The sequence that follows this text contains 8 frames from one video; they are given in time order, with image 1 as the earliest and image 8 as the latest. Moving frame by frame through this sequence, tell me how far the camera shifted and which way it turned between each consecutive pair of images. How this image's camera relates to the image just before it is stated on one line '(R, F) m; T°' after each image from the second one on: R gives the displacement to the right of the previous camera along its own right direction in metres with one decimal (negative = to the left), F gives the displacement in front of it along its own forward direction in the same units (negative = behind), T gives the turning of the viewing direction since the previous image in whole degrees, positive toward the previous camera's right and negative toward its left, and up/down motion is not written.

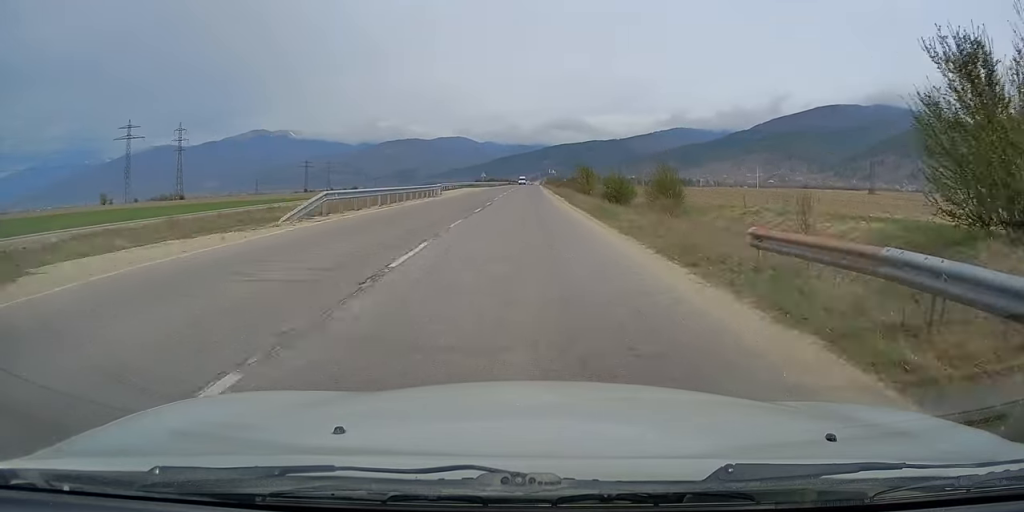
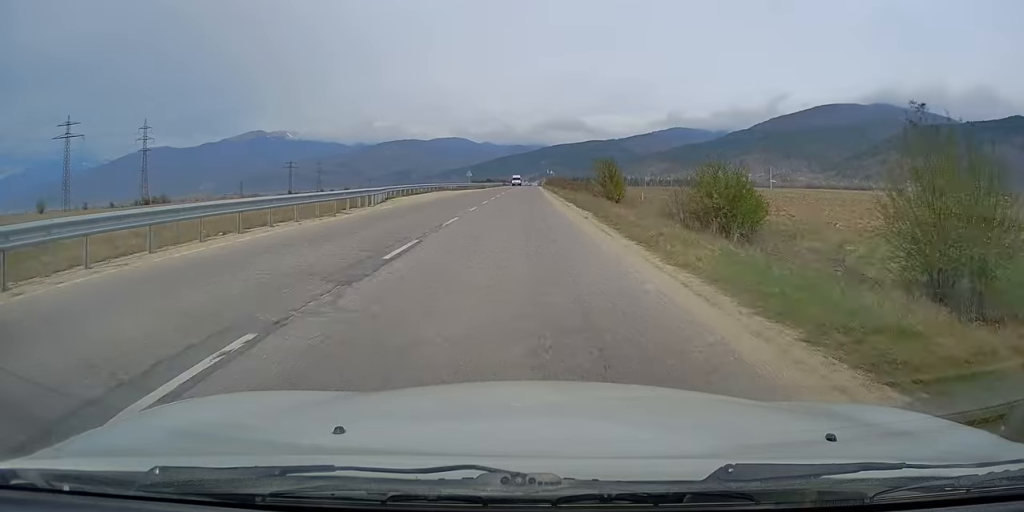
(+0.1, +22.2) m; 0°
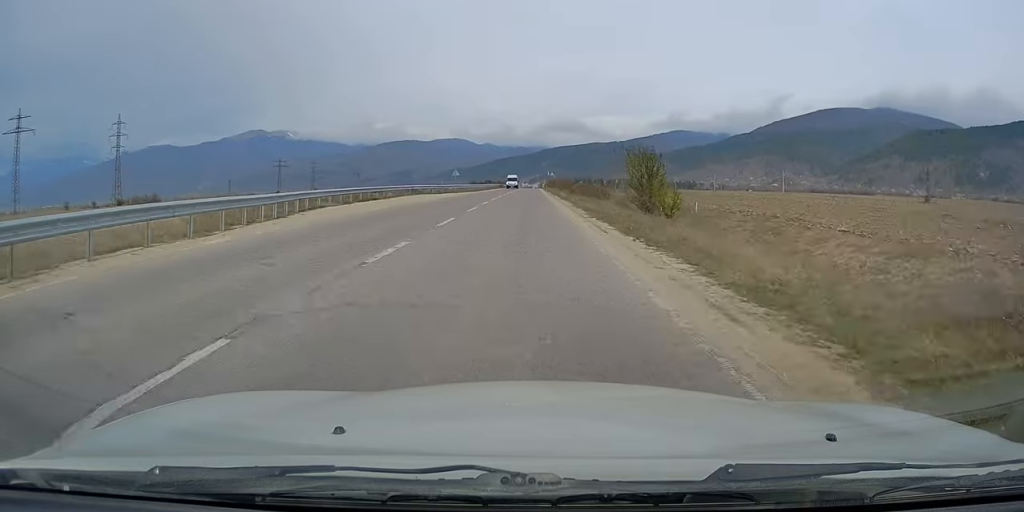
(+0.1, +15.7) m; 0°
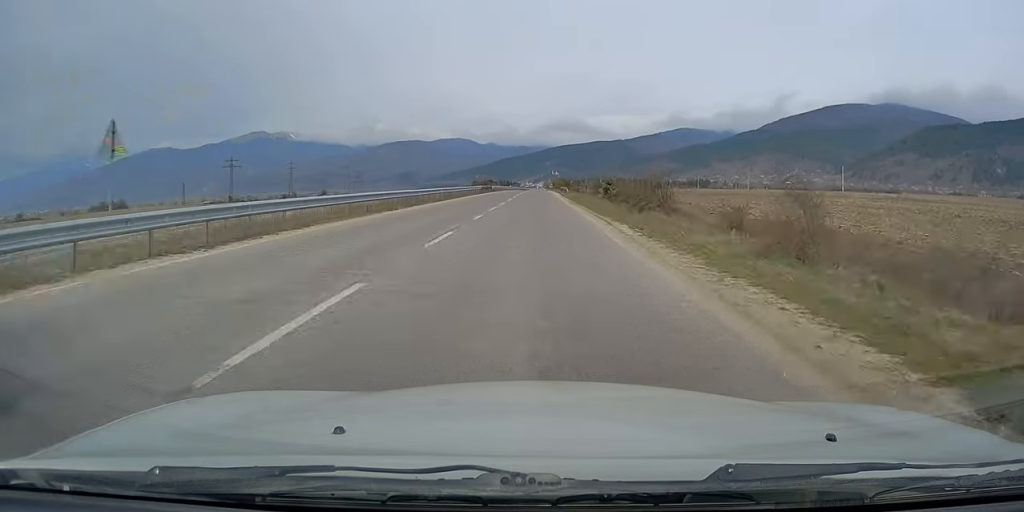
(-0.5, +58.5) m; -1°
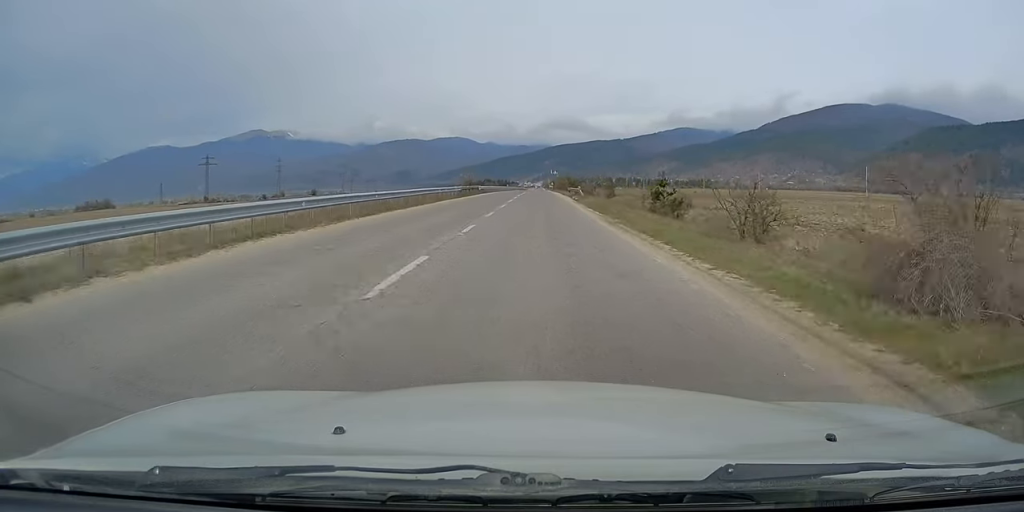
(+0.1, +20.4) m; 0°
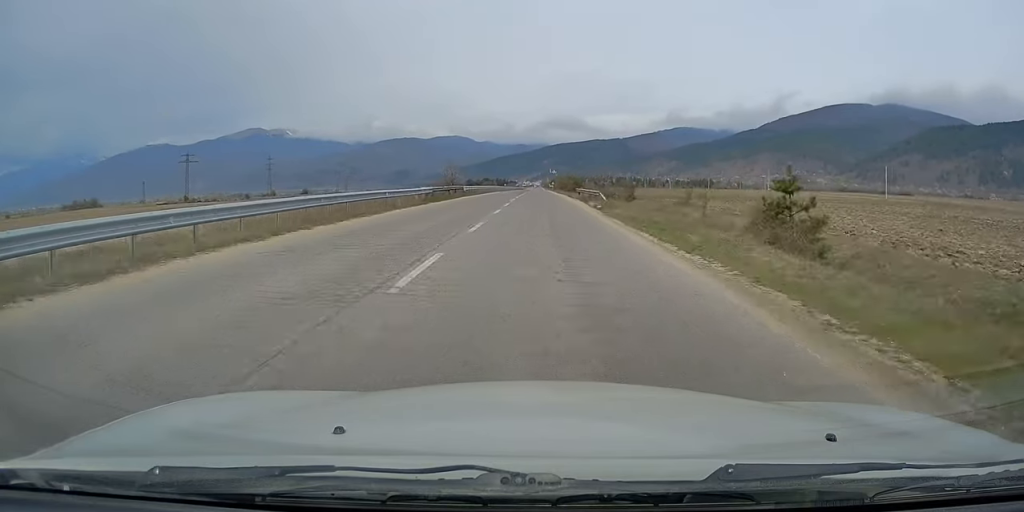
(0.0, +14.9) m; 0°
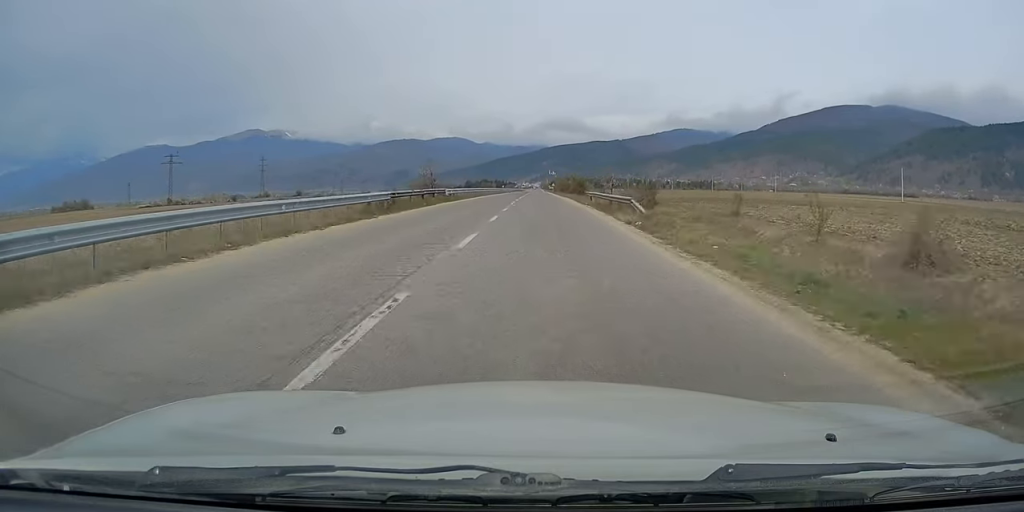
(+0.1, +11.2) m; 0°
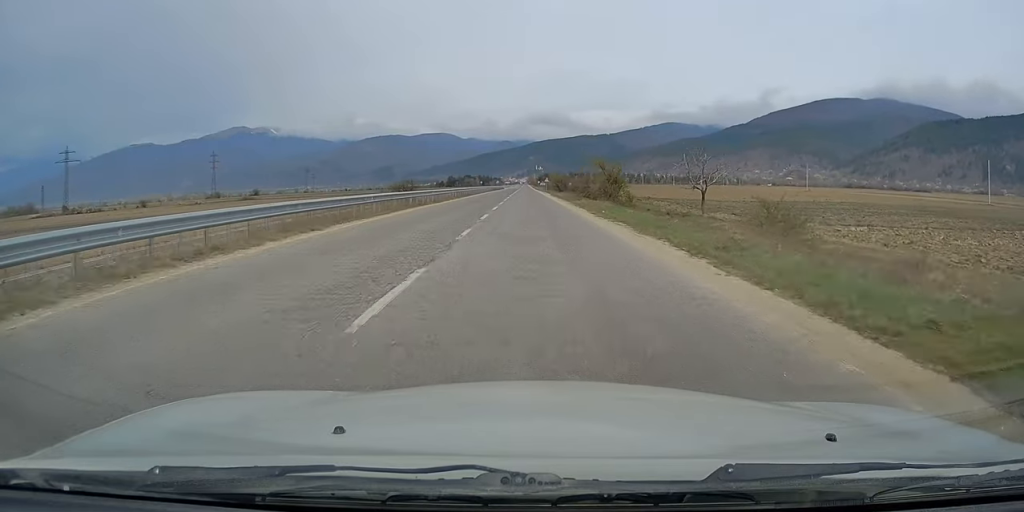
(+0.1, +52.1) m; +1°
